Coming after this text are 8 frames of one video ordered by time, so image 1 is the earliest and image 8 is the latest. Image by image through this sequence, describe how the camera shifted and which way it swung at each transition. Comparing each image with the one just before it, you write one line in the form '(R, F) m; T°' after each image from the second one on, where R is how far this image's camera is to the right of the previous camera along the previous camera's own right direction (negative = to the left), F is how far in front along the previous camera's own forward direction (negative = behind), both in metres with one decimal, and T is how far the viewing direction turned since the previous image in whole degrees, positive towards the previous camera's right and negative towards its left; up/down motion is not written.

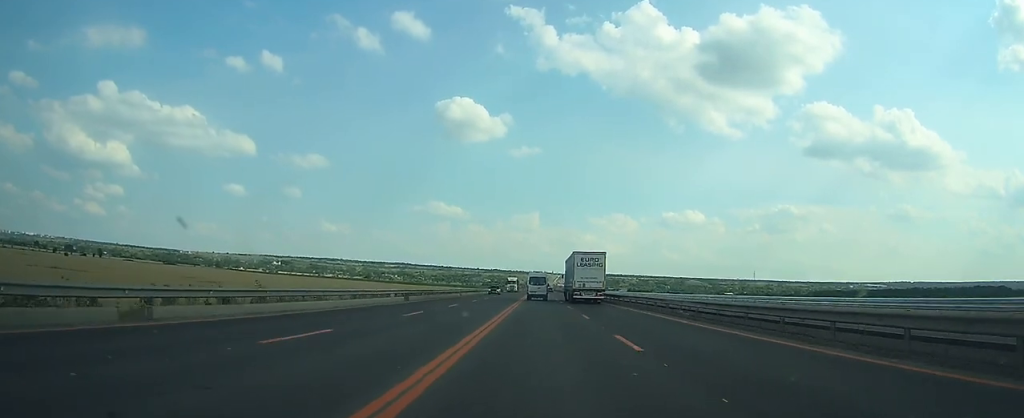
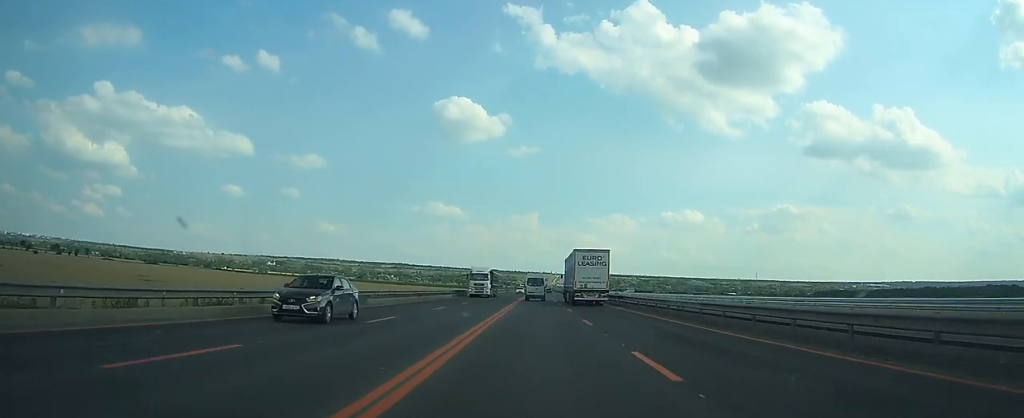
(0.0, +39.8) m; 0°
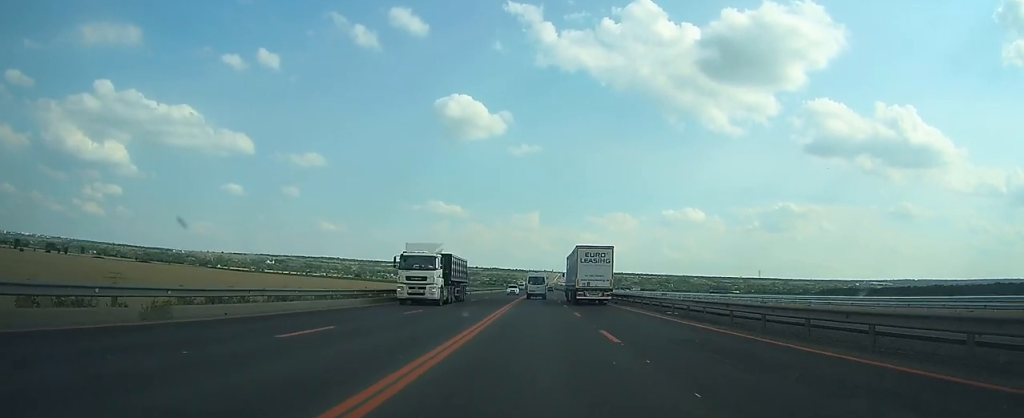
(0.0, +18.6) m; 0°
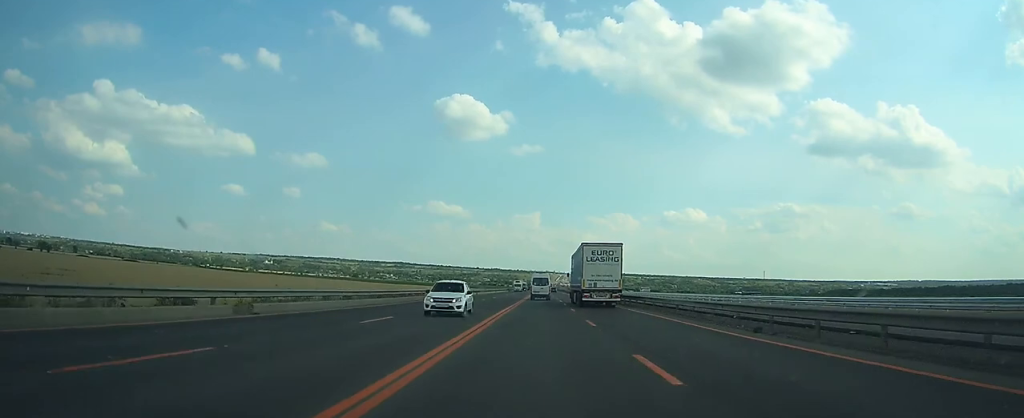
(0.0, +29.9) m; 0°
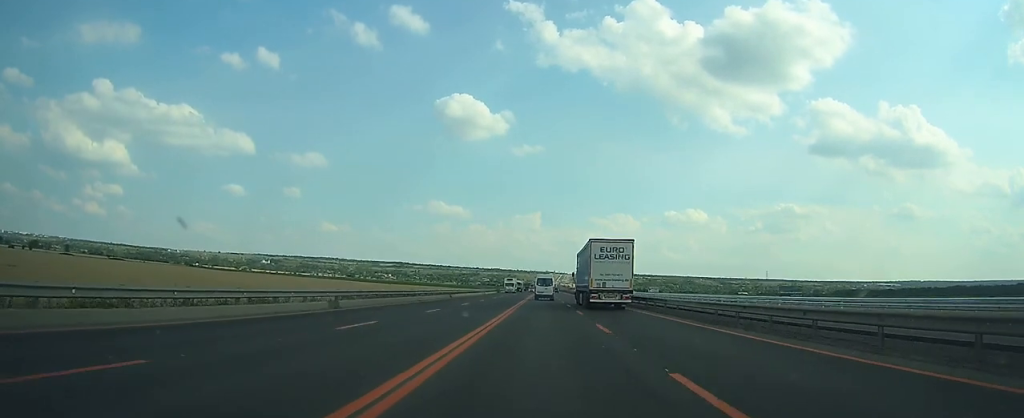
(0.0, +26.3) m; 0°
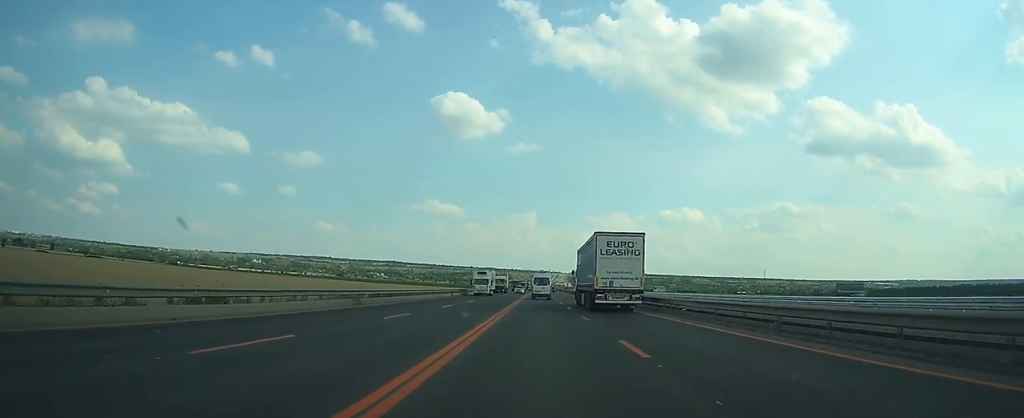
(0.0, +30.2) m; 0°
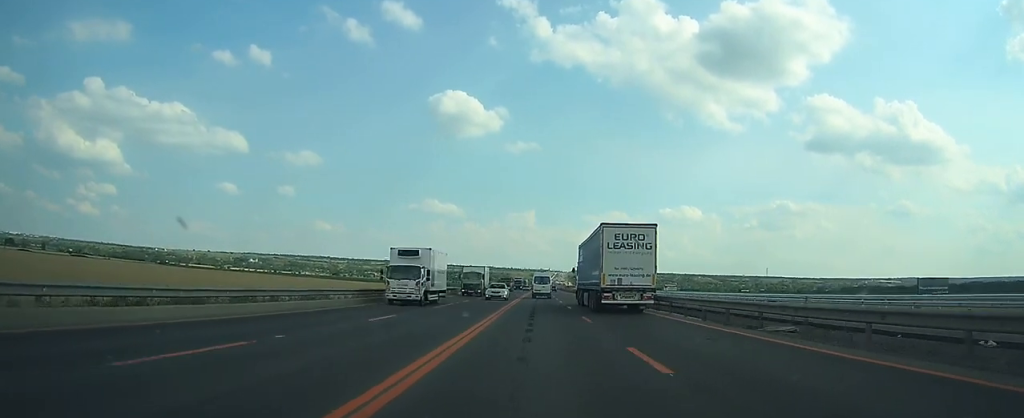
(0.0, +25.7) m; 0°
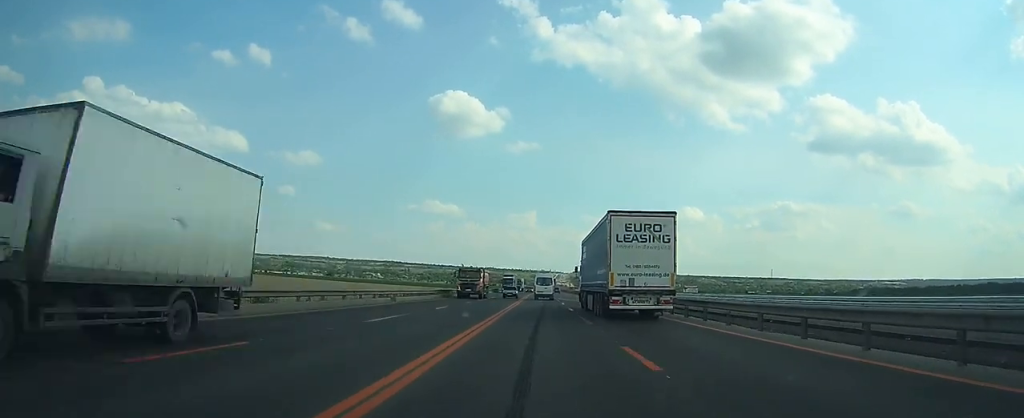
(0.0, +35.6) m; 0°
